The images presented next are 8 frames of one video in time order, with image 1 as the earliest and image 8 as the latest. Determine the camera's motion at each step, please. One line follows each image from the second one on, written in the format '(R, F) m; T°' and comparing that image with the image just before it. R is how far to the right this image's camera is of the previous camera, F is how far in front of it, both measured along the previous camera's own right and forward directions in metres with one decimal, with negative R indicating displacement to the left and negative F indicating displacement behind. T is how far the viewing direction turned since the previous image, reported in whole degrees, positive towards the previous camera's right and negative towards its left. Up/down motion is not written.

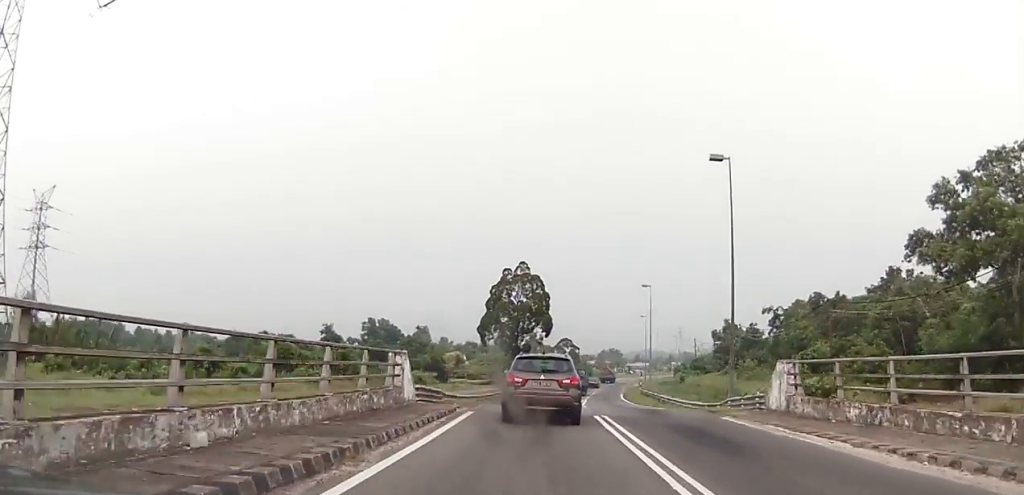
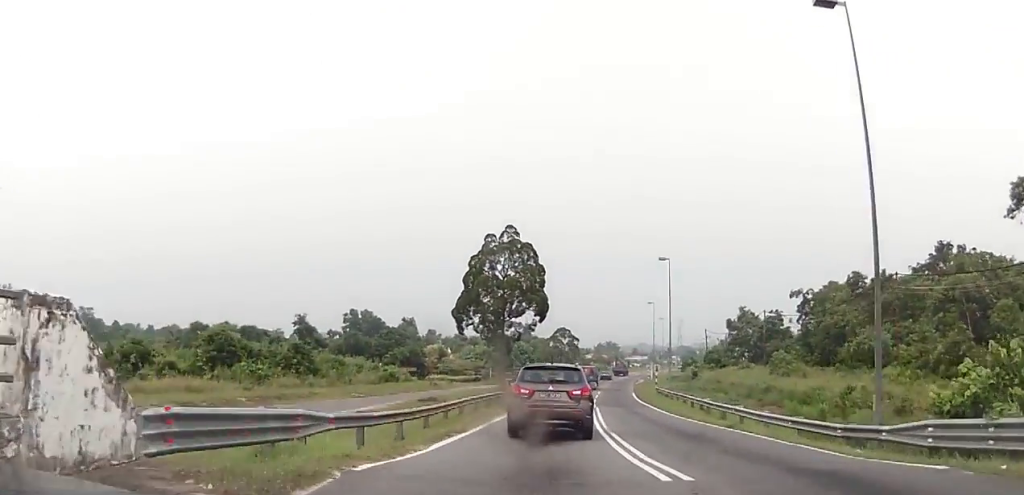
(+0.5, +14.8) m; +4°
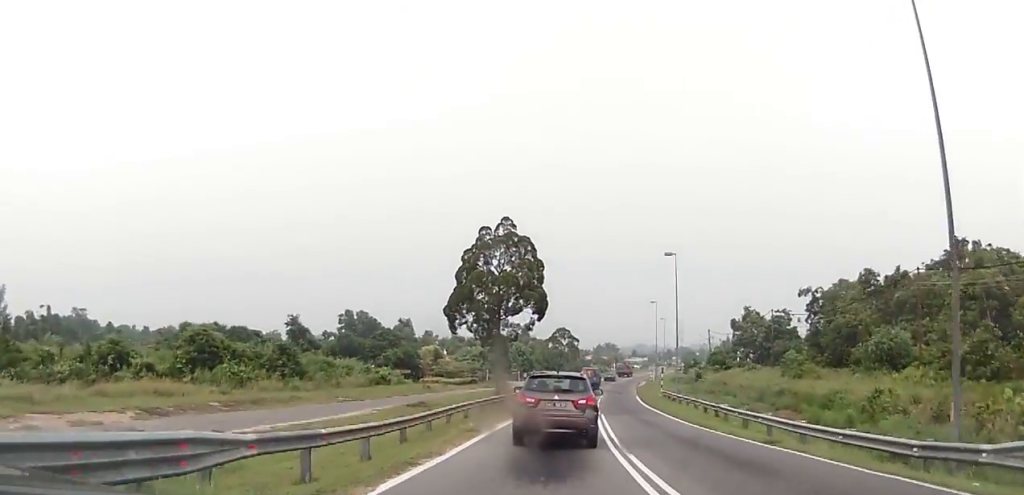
(+0.2, +3.8) m; 0°
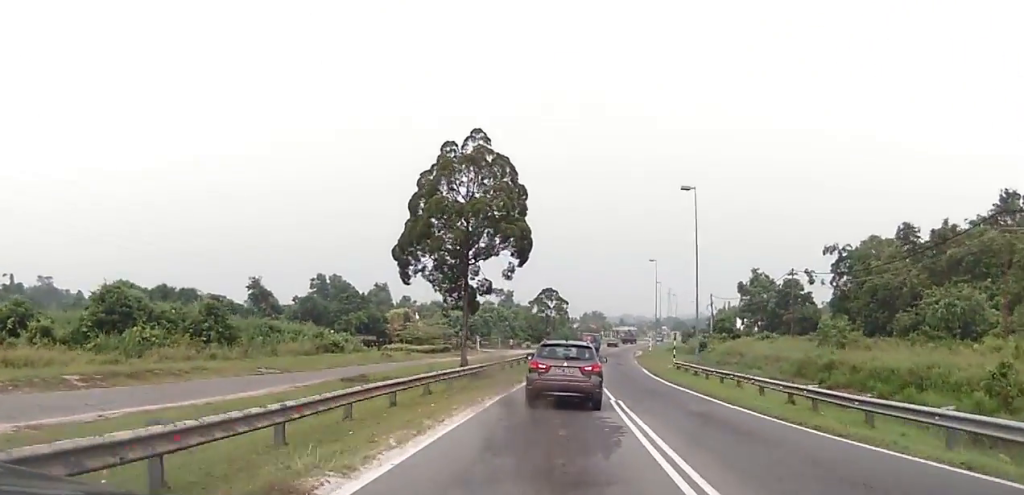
(-0.4, +12.7) m; +1°
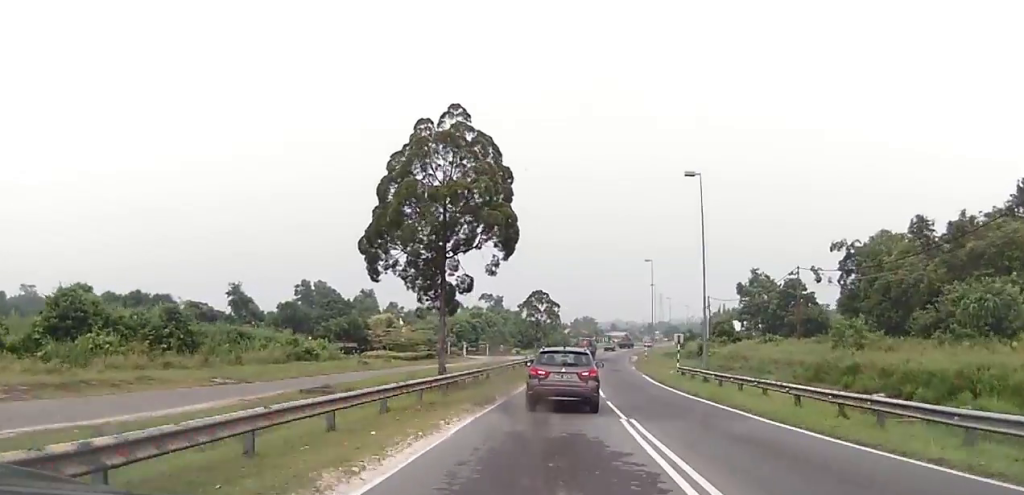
(+0.3, +4.7) m; +2°
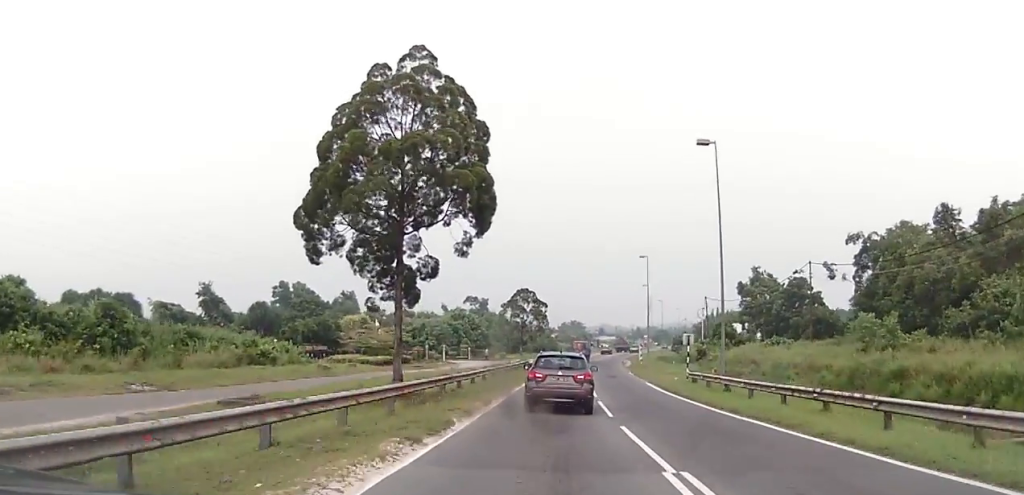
(+0.1, +6.7) m; 0°
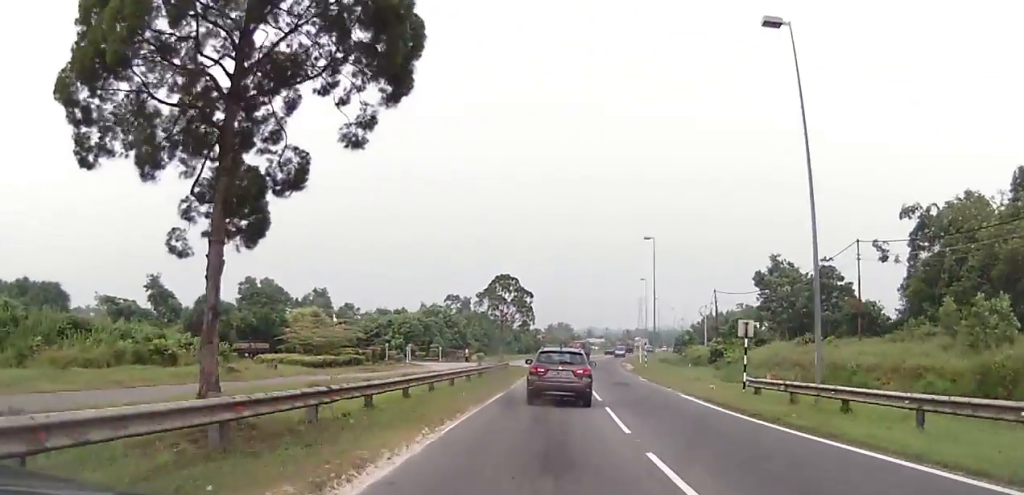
(-0.3, +12.9) m; 0°
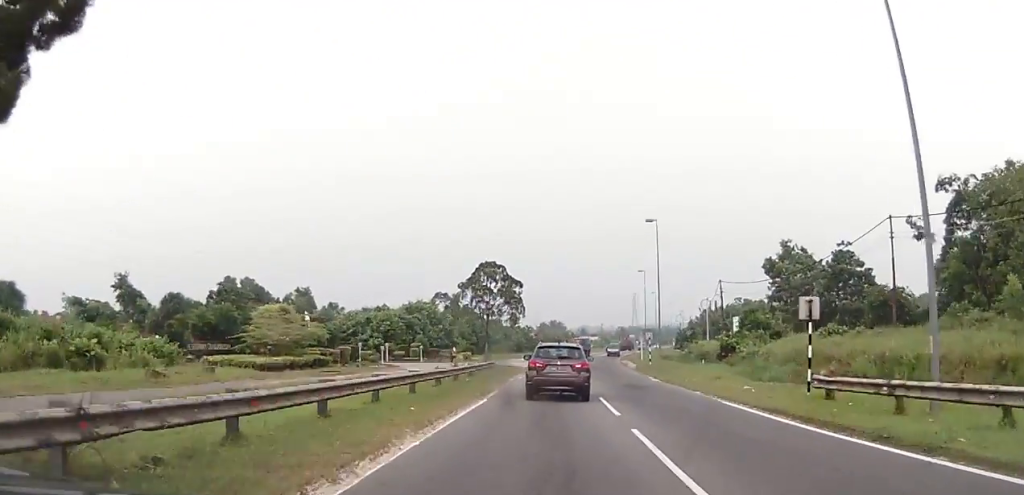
(+0.1, +6.8) m; +1°
